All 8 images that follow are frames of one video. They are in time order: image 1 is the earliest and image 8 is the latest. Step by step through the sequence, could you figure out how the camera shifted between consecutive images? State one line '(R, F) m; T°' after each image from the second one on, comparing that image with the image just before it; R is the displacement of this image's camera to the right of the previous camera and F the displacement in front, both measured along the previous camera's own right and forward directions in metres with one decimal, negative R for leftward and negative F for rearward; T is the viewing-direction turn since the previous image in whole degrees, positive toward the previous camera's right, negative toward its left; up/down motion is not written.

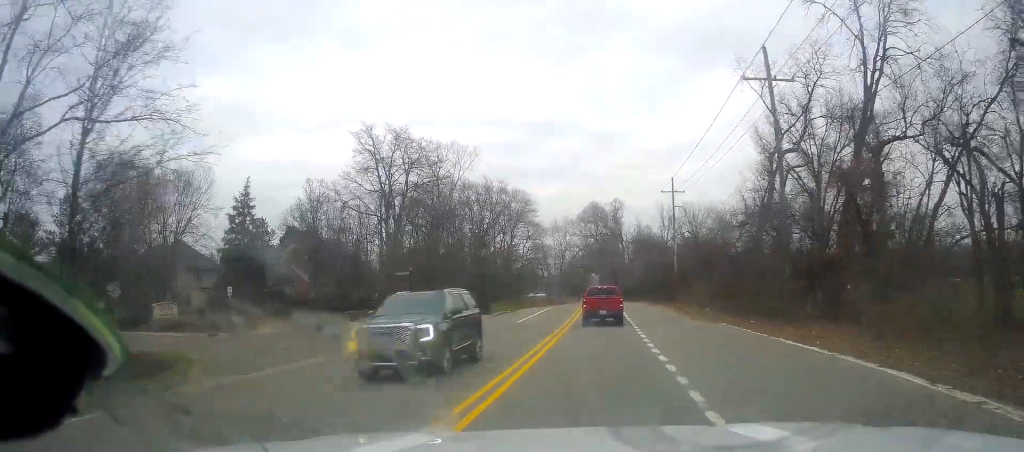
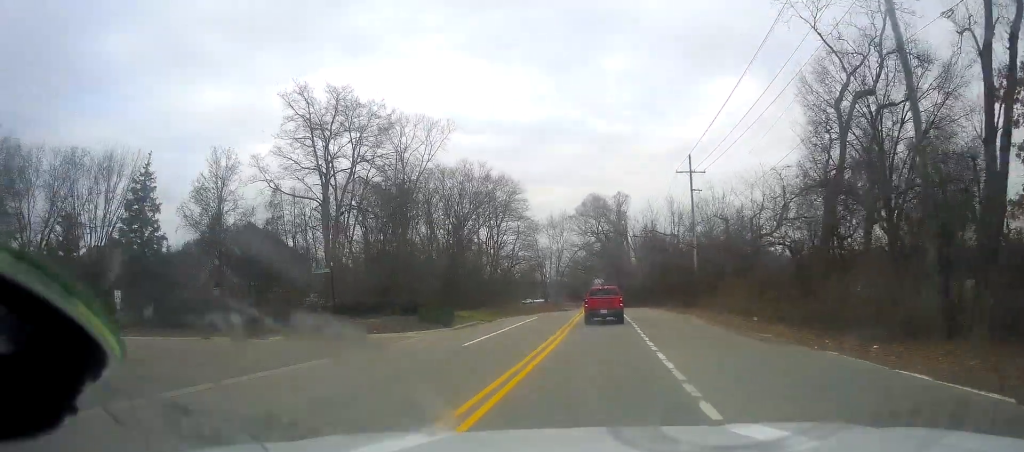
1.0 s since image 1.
(-0.4, +14.2) m; 0°
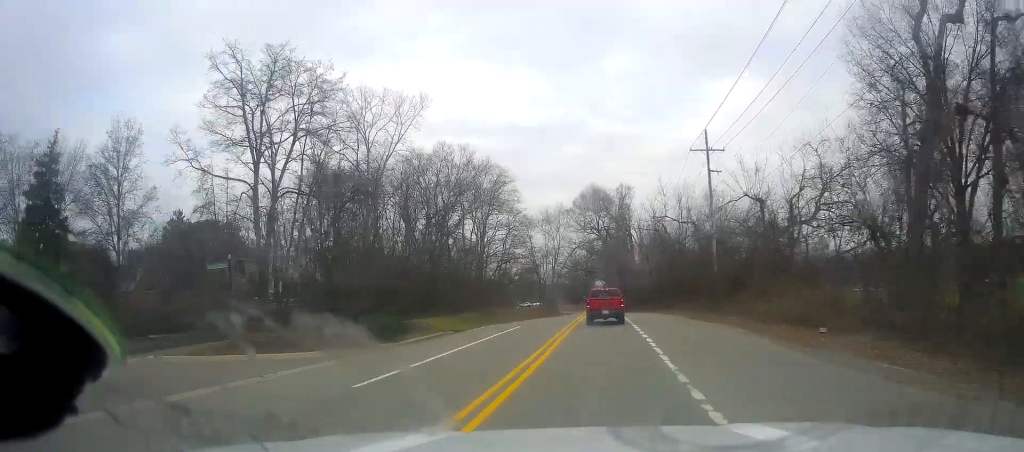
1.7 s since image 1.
(+0.2, +9.8) m; +1°
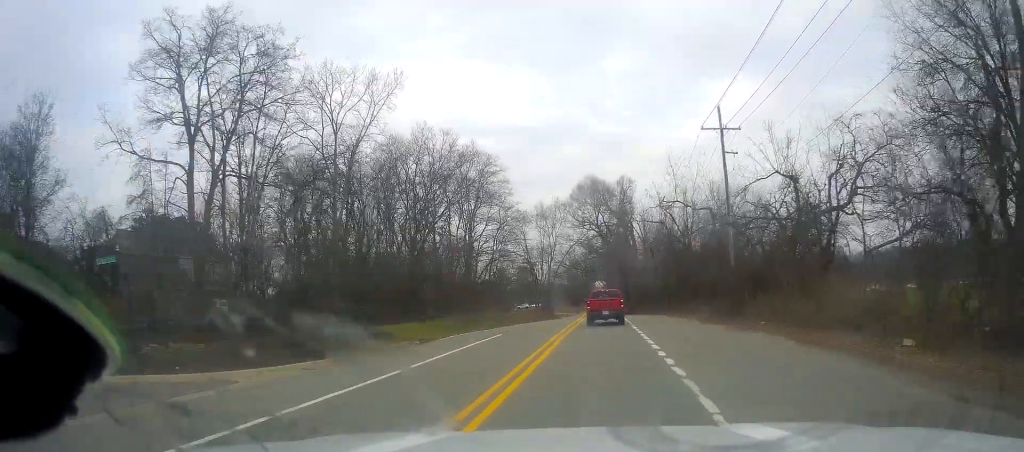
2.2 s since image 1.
(+0.1, +6.6) m; +1°
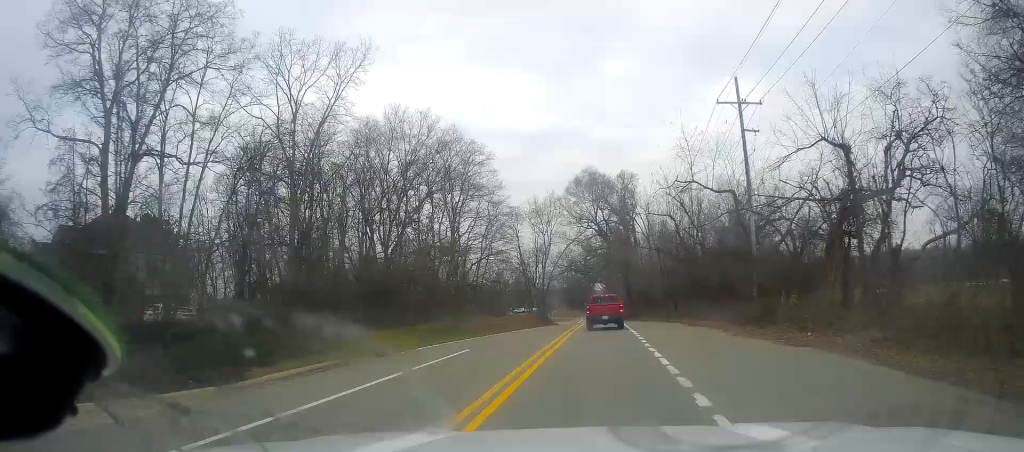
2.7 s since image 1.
(0.0, +6.7) m; 0°
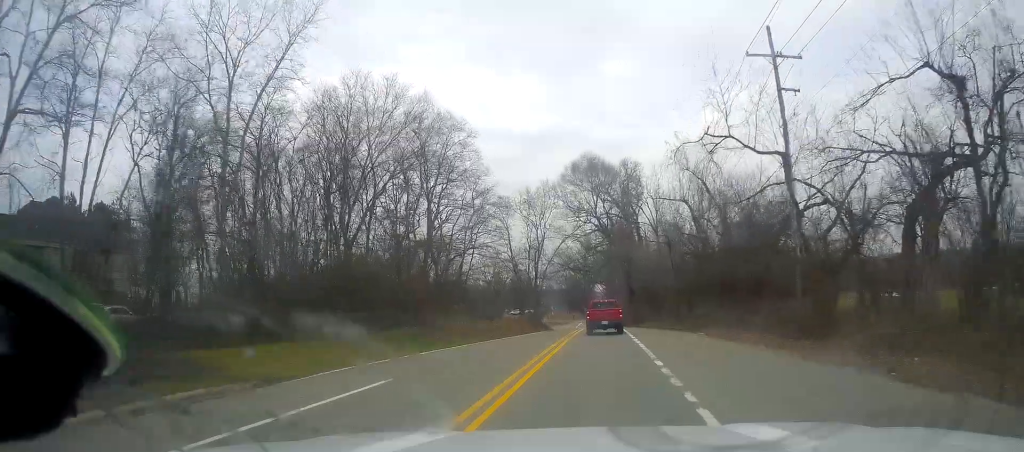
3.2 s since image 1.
(0.0, +8.1) m; 0°
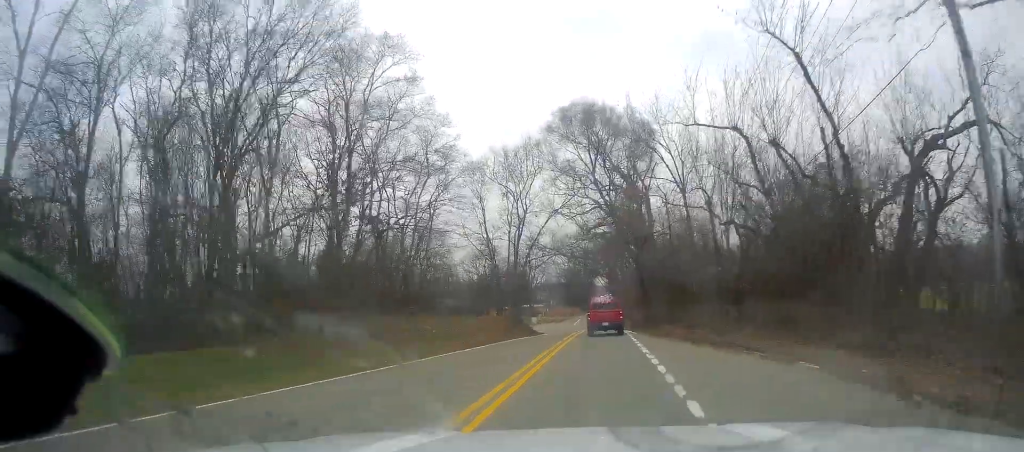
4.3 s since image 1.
(-0.2, +15.5) m; -3°
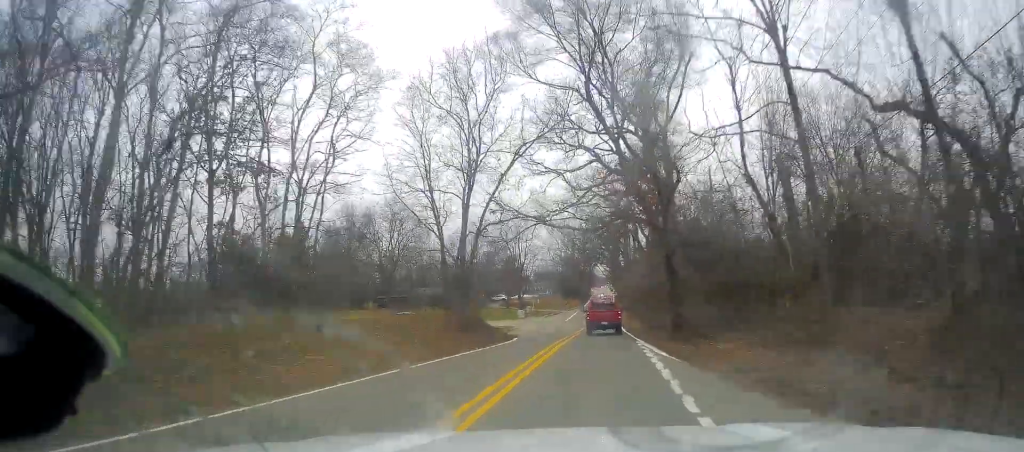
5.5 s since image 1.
(-0.2, +18.3) m; +1°
